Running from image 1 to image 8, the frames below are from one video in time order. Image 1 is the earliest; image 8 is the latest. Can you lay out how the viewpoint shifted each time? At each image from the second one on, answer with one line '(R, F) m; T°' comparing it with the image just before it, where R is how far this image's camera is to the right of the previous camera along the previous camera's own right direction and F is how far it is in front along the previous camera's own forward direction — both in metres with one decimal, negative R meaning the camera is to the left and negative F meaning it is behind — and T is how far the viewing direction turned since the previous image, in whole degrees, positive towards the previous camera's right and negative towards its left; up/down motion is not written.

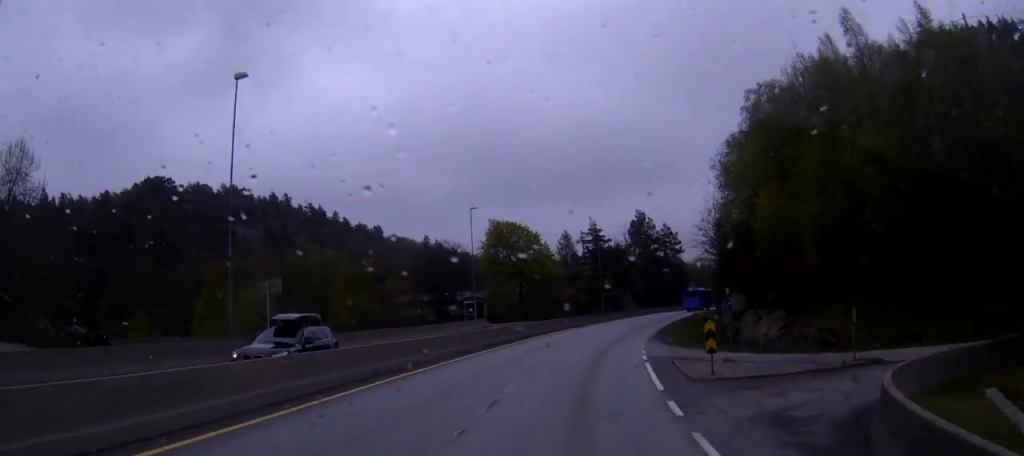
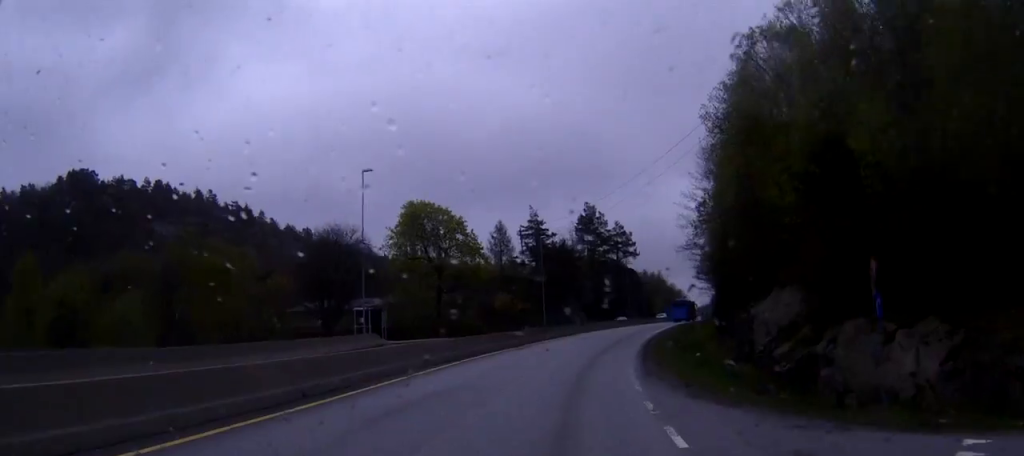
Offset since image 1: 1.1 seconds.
(+0.6, +20.9) m; +3°
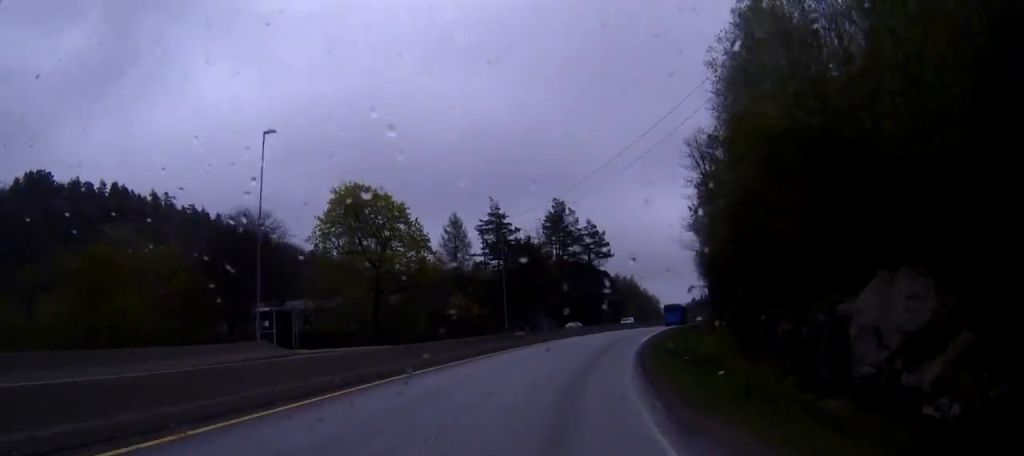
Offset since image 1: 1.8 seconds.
(+0.1, +12.8) m; +1°
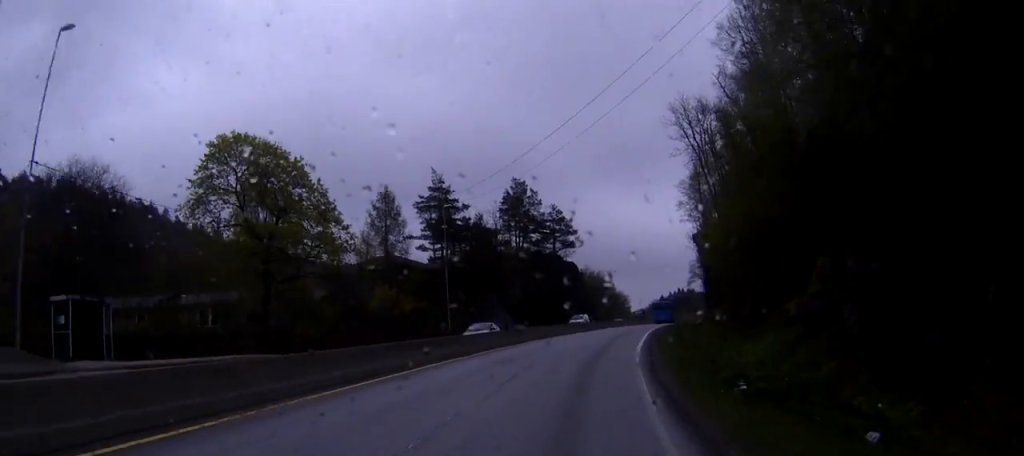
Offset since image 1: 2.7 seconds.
(+0.4, +16.3) m; +2°
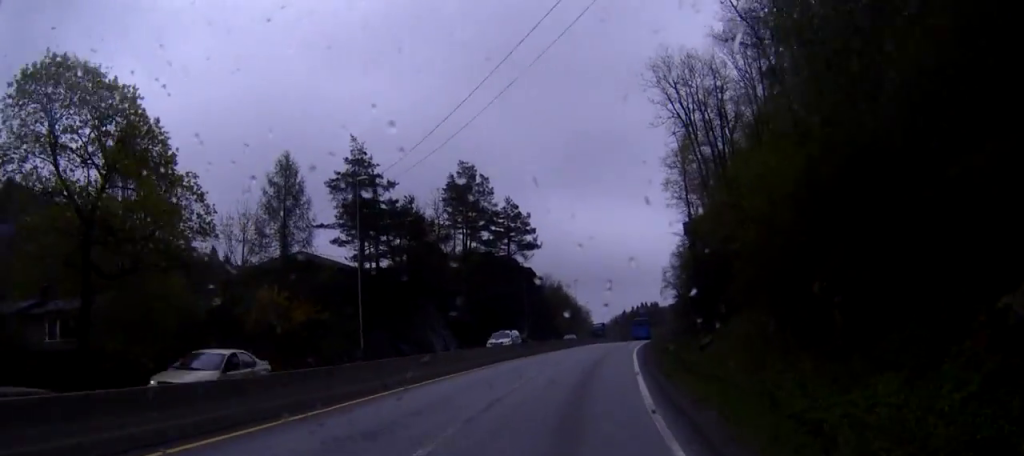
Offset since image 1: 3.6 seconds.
(+0.2, +15.0) m; +3°
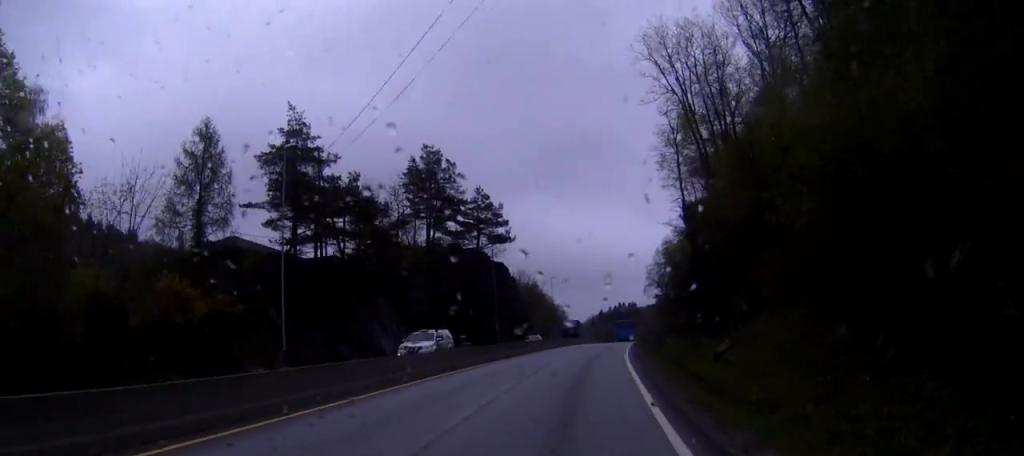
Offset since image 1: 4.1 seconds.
(+0.4, +9.0) m; +2°
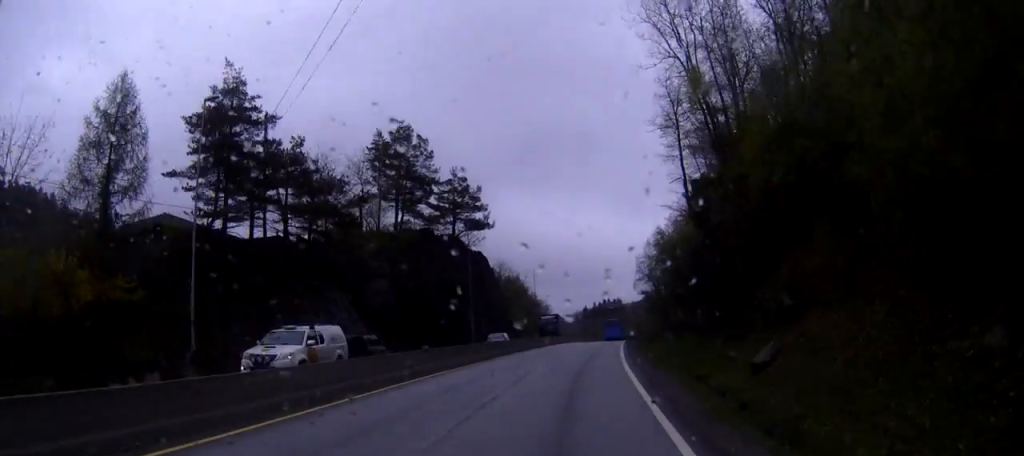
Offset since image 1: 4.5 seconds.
(+0.2, +7.8) m; +1°
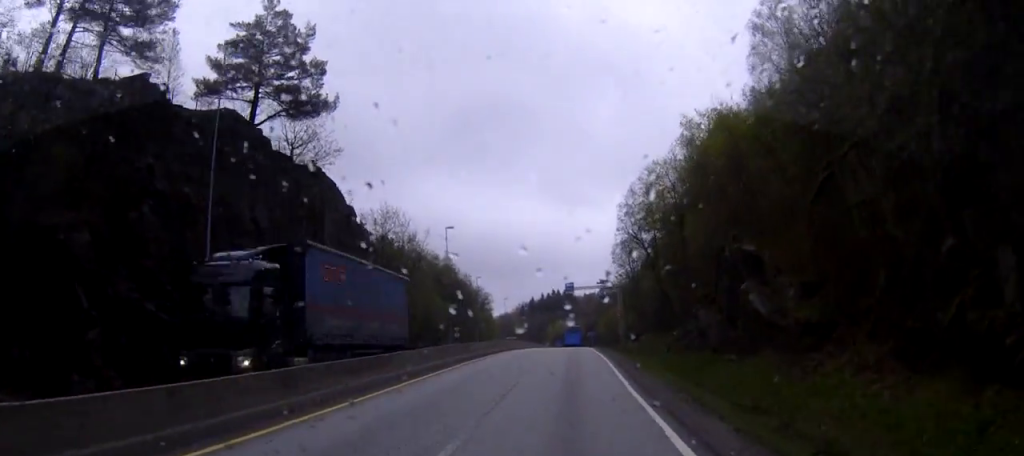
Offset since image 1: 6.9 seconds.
(+1.5, +43.5) m; +6°
